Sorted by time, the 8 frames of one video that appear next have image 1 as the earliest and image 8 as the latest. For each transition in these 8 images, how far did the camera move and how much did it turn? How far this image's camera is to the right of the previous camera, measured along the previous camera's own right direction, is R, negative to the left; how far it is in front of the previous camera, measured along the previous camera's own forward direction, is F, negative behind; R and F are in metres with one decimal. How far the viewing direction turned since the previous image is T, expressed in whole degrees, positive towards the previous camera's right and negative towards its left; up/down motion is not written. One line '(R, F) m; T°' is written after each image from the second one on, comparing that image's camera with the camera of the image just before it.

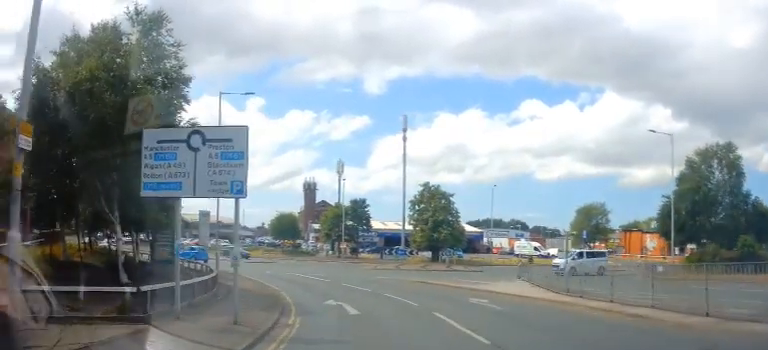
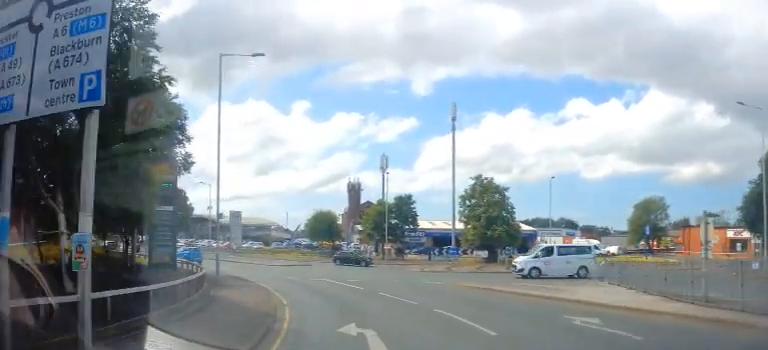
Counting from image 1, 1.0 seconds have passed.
(-0.3, +5.7) m; -8°
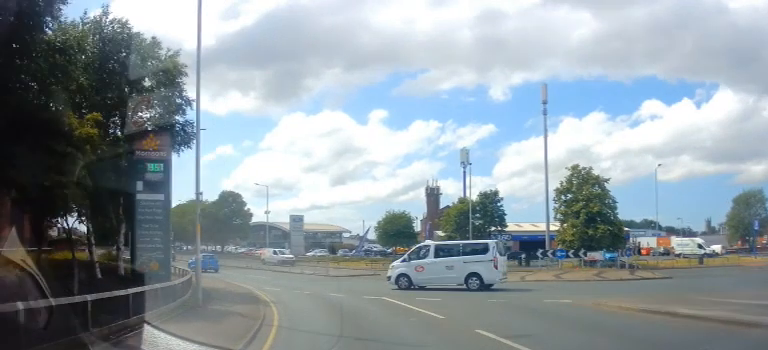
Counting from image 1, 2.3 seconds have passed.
(-1.0, +8.4) m; -10°
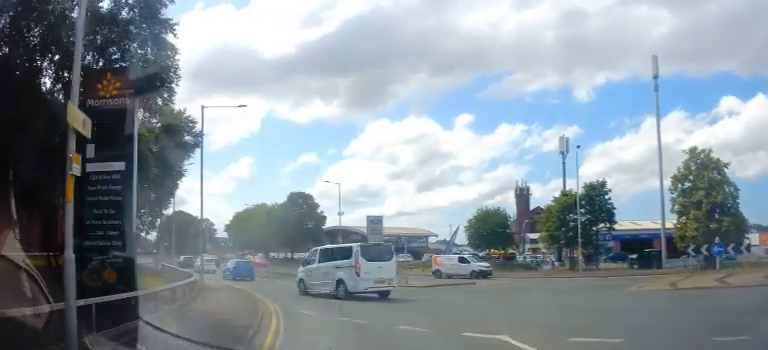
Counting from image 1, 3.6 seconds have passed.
(-0.3, +8.2) m; -8°
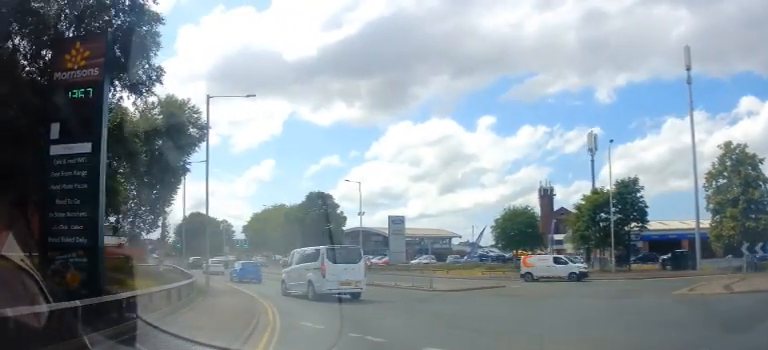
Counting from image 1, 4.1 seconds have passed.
(-0.3, +2.4) m; -5°
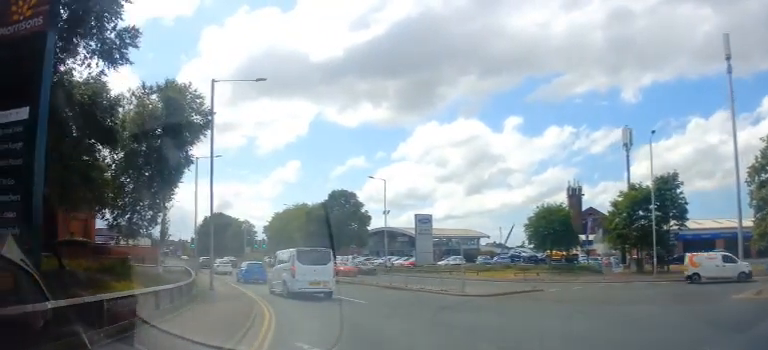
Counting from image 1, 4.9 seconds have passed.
(-0.2, +3.3) m; -4°
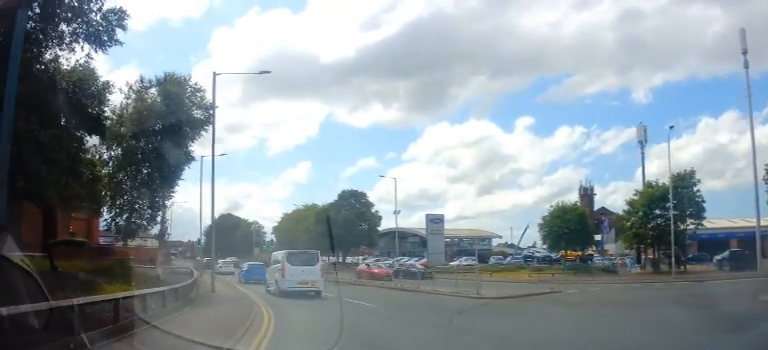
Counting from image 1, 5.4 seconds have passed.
(-0.1, +1.6) m; +1°
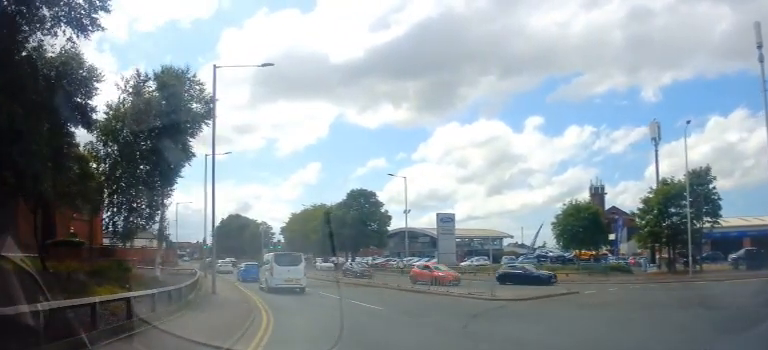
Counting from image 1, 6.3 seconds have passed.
(+0.1, +1.6) m; 0°
